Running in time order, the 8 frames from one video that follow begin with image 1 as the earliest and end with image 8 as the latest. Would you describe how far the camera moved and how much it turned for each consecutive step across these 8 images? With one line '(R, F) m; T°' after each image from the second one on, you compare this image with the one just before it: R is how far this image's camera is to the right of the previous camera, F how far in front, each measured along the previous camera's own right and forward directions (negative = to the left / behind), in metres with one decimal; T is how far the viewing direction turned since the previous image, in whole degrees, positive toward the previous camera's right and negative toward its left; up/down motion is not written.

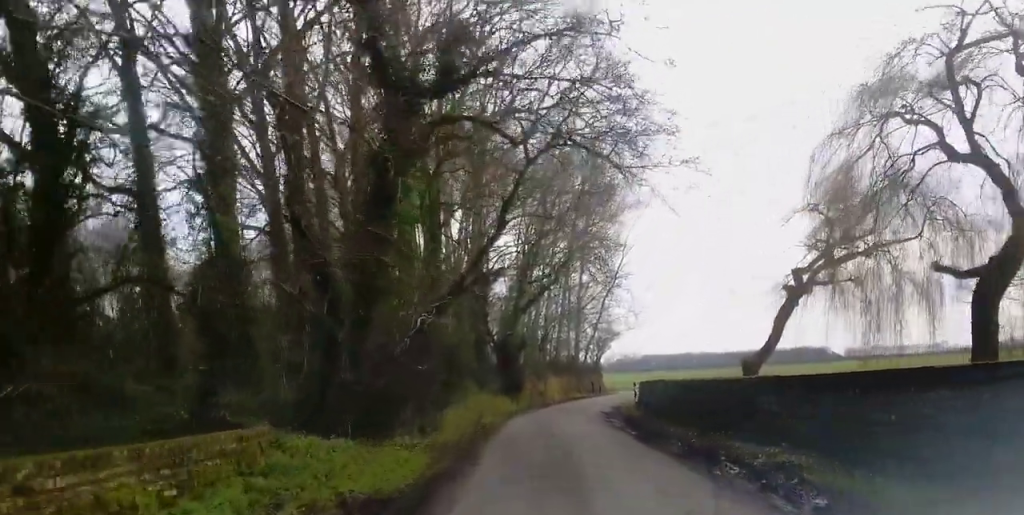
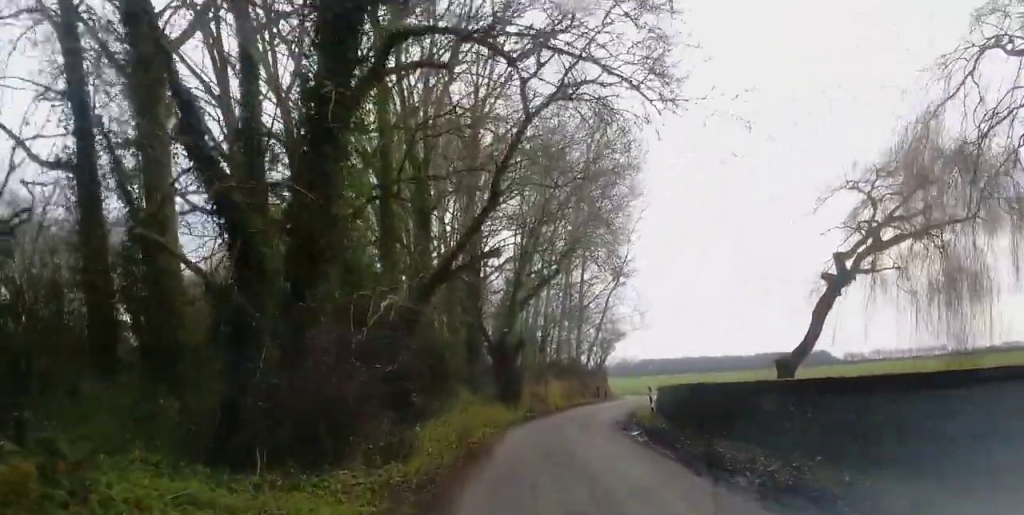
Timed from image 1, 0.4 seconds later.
(0.0, +4.8) m; 0°
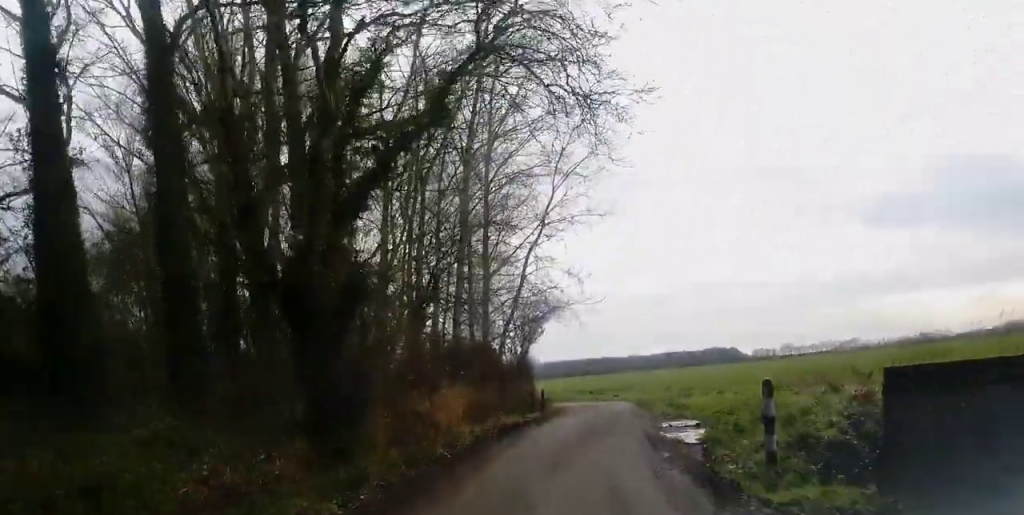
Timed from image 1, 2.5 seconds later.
(+0.8, +23.2) m; +6°
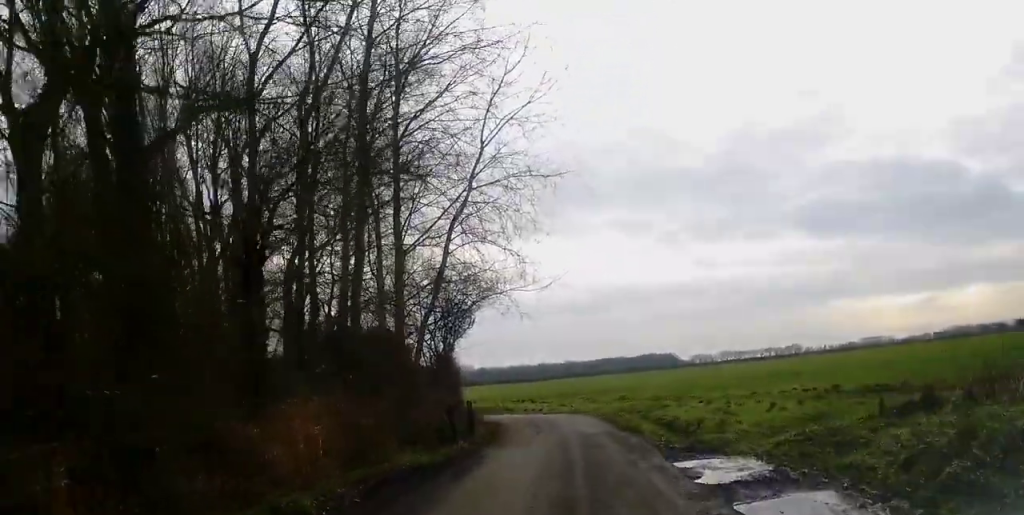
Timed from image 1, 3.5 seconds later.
(+0.2, +10.5) m; +3°
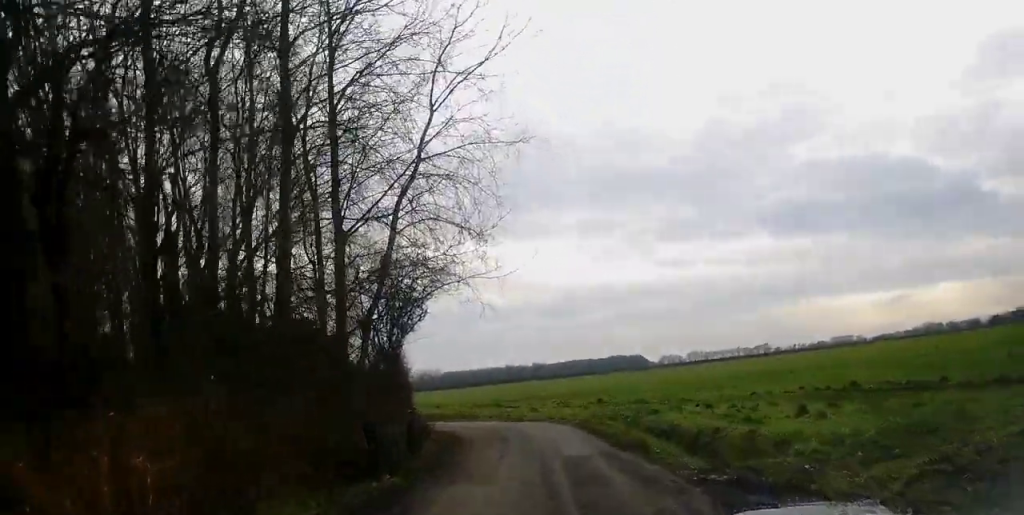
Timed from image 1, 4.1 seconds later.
(0.0, +5.4) m; +2°
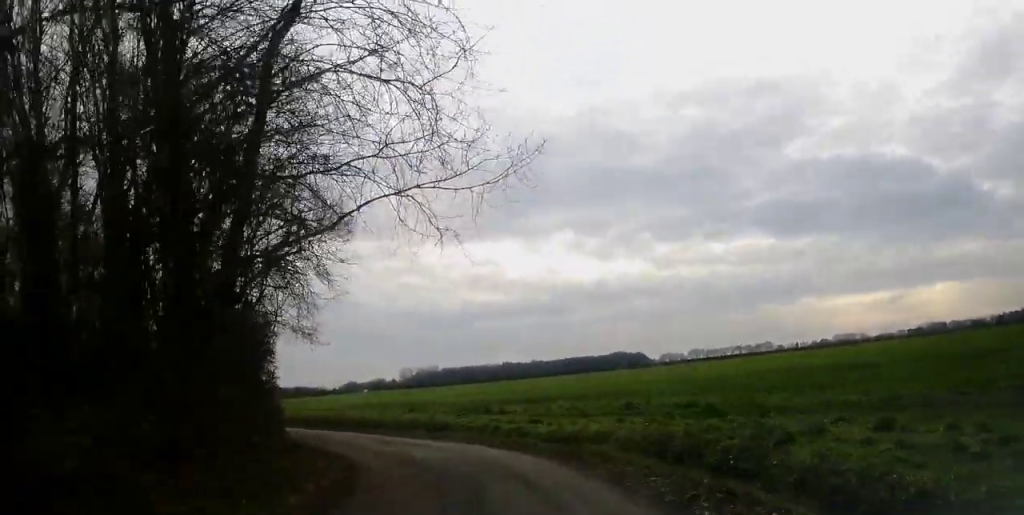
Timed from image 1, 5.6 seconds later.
(+0.8, +13.8) m; +2°
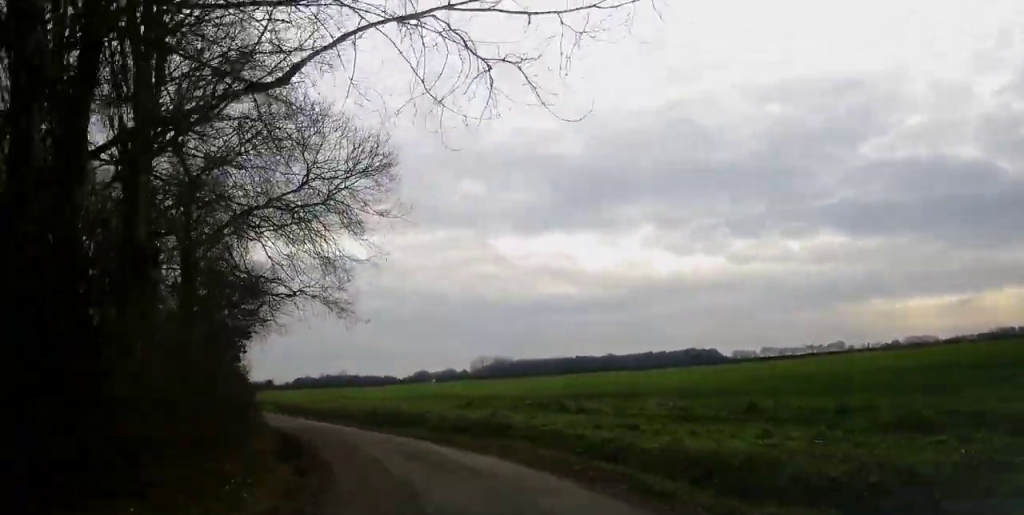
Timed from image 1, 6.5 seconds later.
(-0.3, +7.9) m; -4°
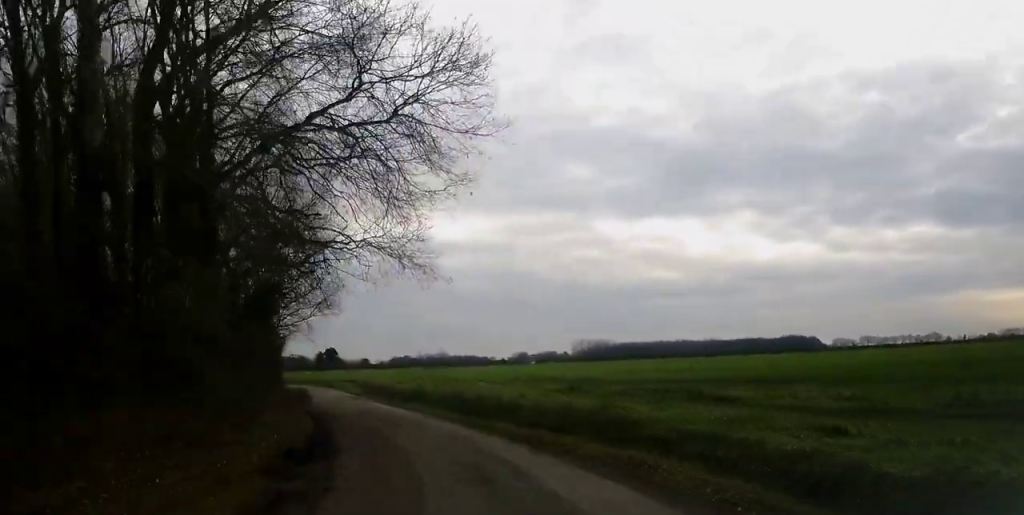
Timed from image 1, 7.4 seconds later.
(-0.2, +7.1) m; -6°
